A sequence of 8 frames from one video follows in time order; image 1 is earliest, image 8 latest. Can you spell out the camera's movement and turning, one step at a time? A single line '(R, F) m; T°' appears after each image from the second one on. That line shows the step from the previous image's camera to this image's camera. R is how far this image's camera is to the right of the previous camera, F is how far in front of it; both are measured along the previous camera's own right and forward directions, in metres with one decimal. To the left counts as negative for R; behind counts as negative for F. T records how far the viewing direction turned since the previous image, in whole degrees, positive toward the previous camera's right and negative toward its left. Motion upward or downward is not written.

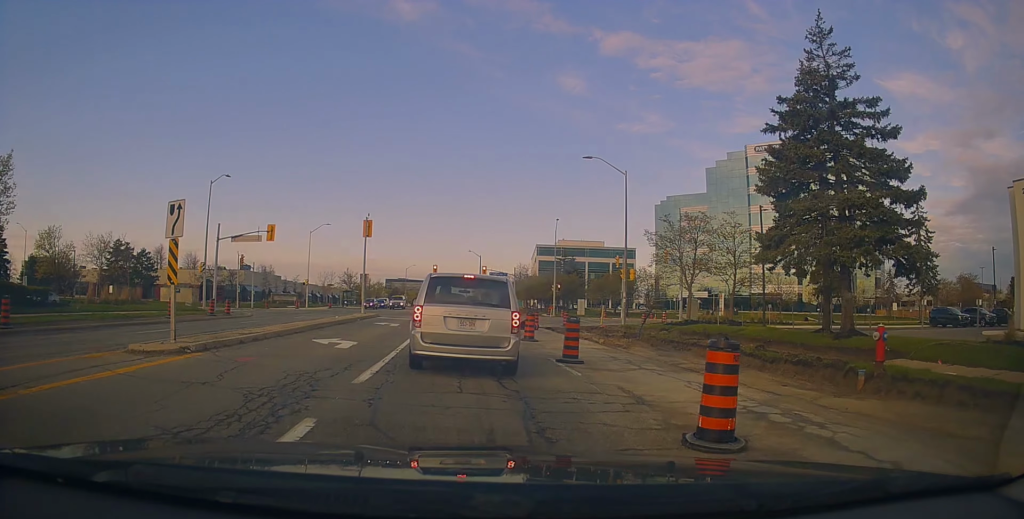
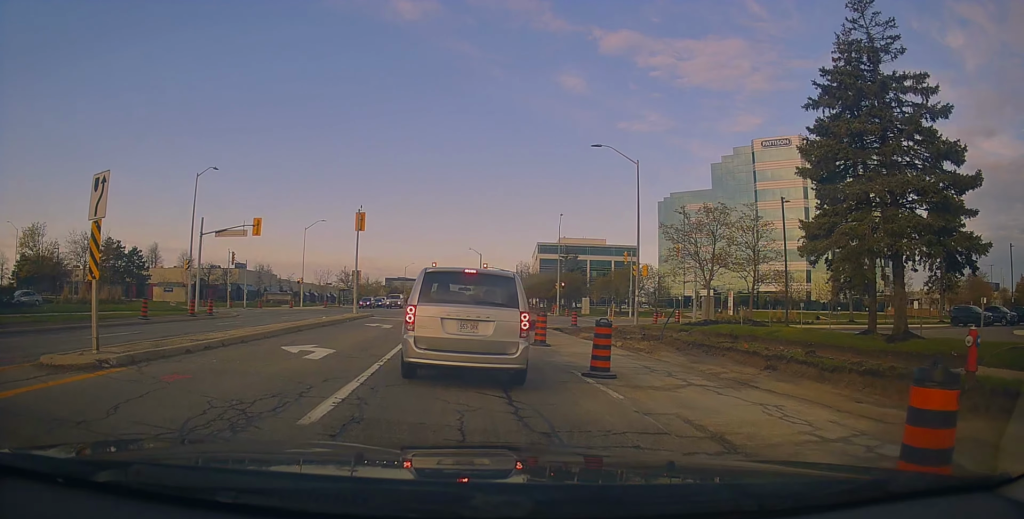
(-0.1, +3.2) m; -2°
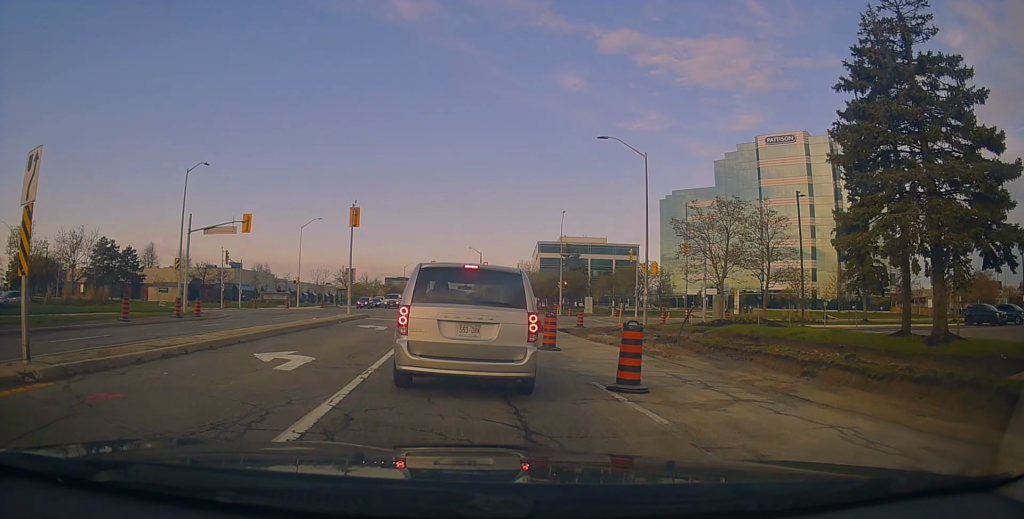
(0.0, +1.9) m; +1°
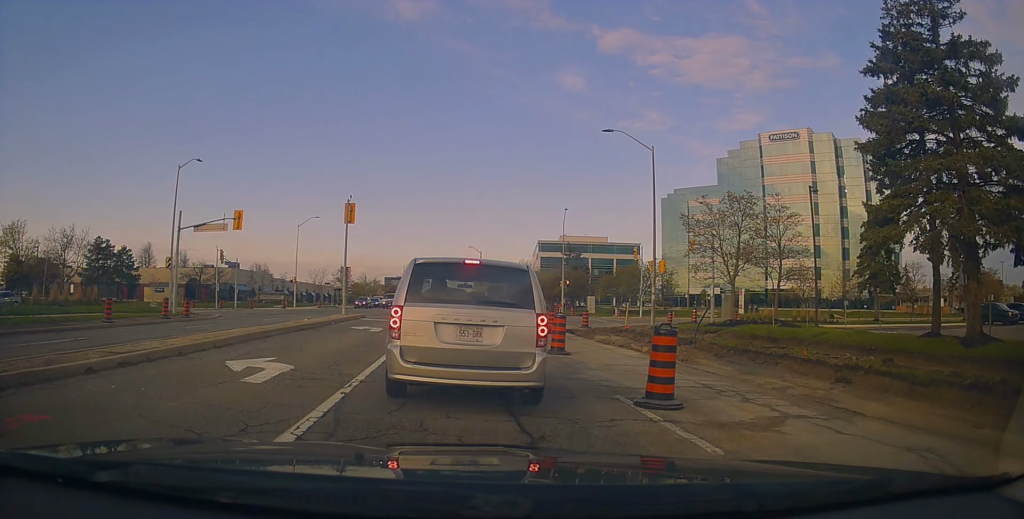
(0.0, +1.8) m; +1°
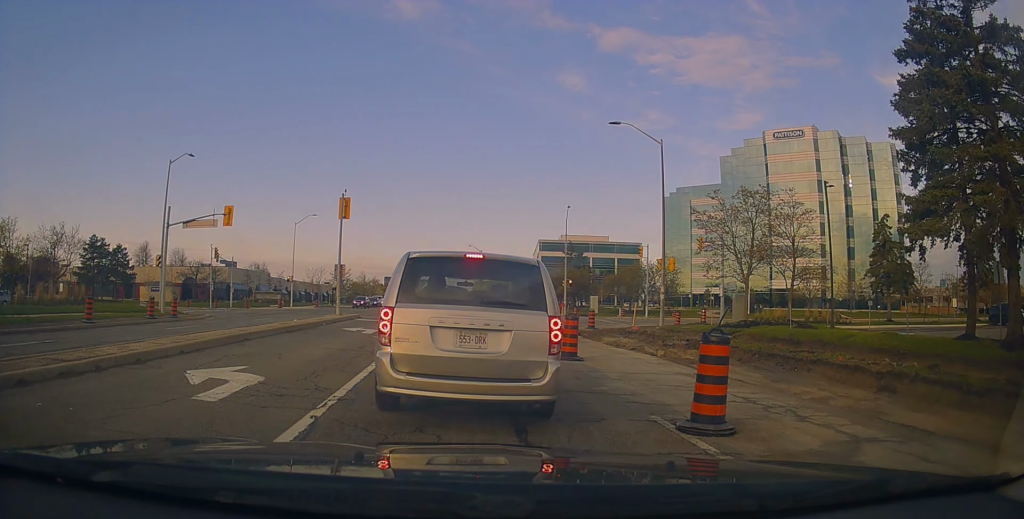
(+0.1, +2.0) m; +1°
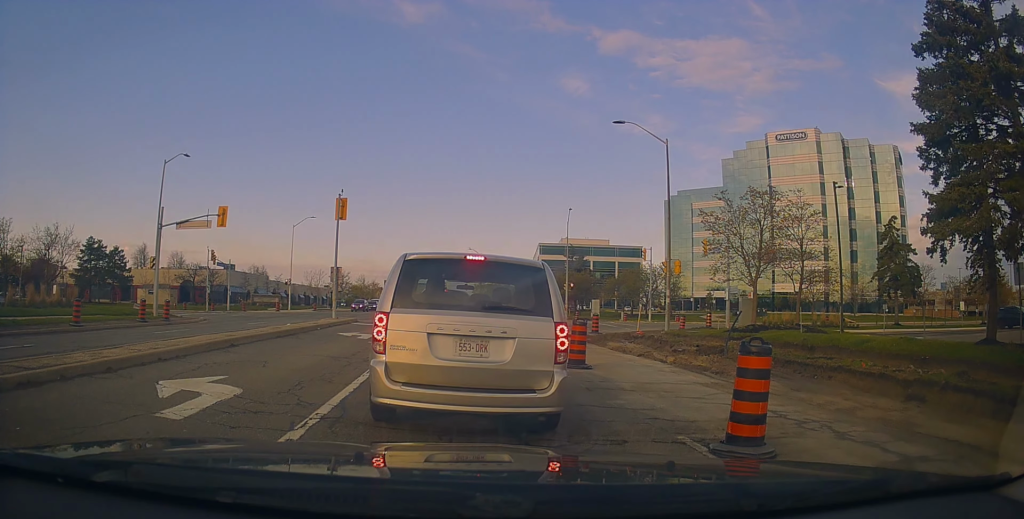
(+0.2, +1.4) m; 0°
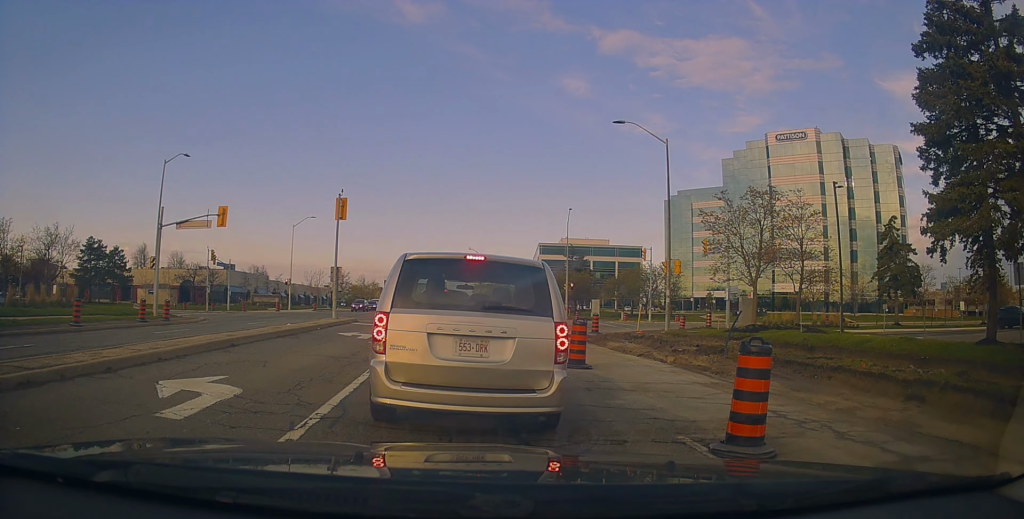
(0.0, 0.0) m; 0°
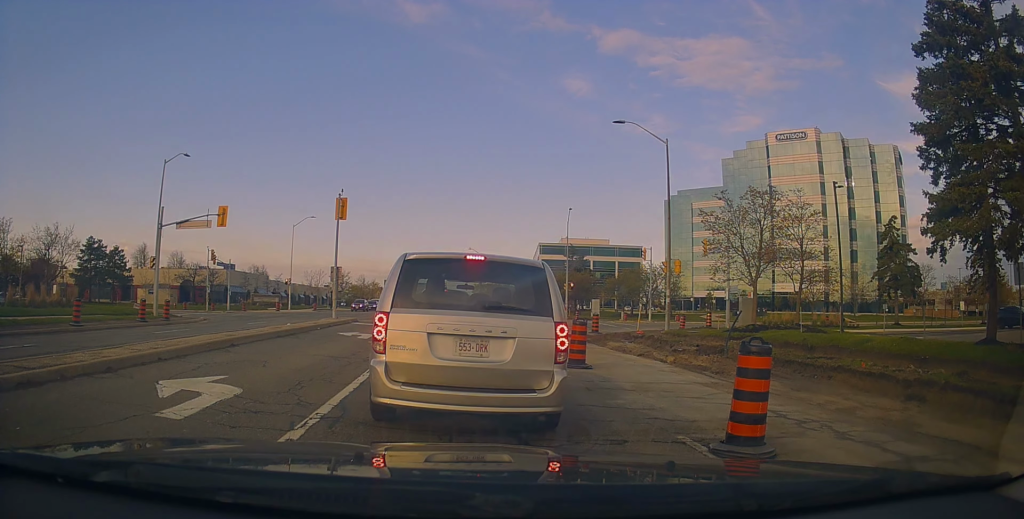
(0.0, 0.0) m; 0°
